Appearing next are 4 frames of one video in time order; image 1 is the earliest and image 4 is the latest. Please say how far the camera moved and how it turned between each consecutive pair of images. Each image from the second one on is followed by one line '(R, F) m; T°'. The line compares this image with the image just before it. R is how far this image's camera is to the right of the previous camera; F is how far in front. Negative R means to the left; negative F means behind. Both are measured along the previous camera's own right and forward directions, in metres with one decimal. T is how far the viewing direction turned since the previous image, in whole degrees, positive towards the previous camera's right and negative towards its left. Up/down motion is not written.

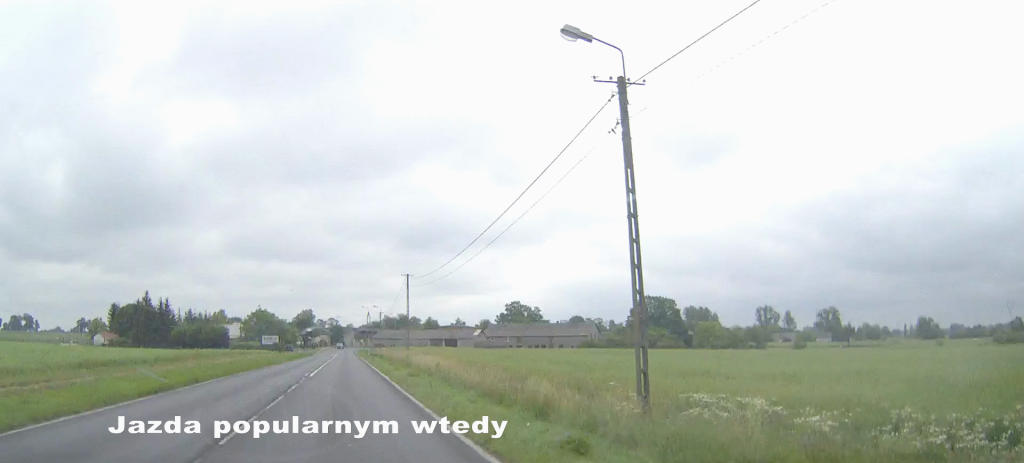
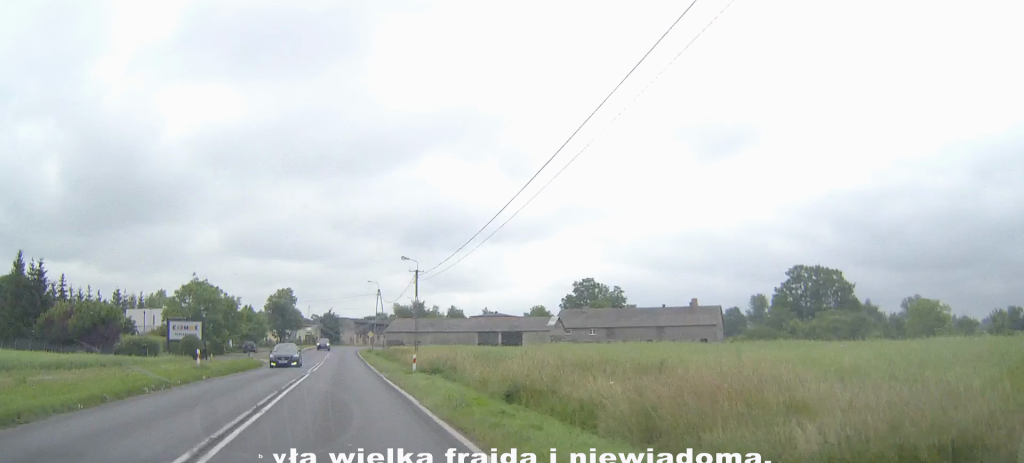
(+0.3, +65.5) m; 0°
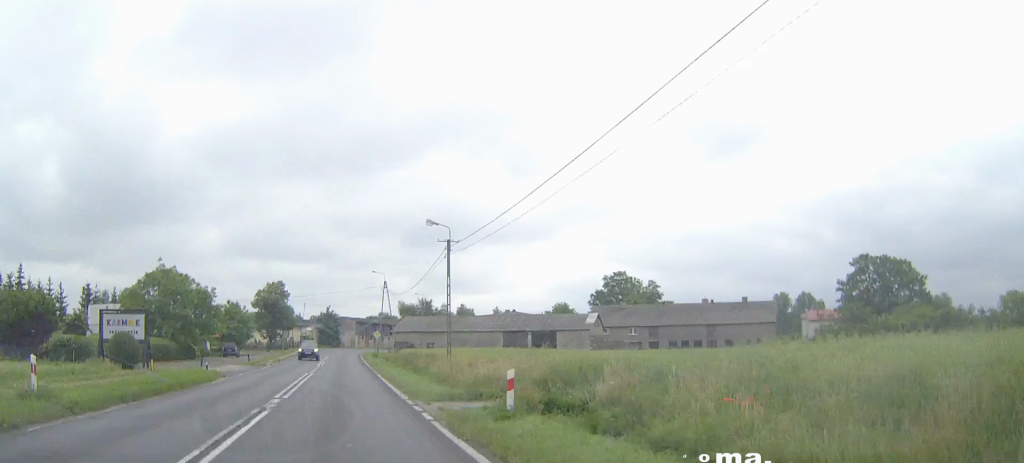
(0.0, +17.4) m; 0°
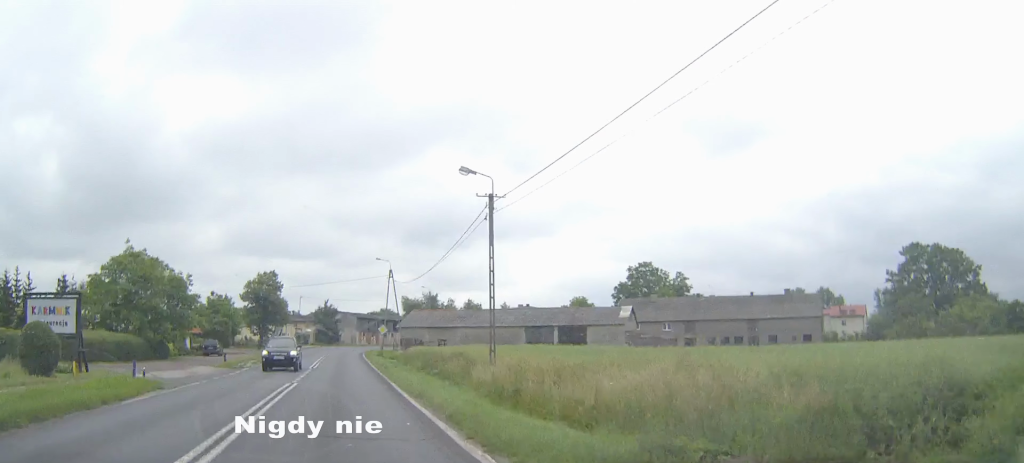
(0.0, +11.8) m; 0°
